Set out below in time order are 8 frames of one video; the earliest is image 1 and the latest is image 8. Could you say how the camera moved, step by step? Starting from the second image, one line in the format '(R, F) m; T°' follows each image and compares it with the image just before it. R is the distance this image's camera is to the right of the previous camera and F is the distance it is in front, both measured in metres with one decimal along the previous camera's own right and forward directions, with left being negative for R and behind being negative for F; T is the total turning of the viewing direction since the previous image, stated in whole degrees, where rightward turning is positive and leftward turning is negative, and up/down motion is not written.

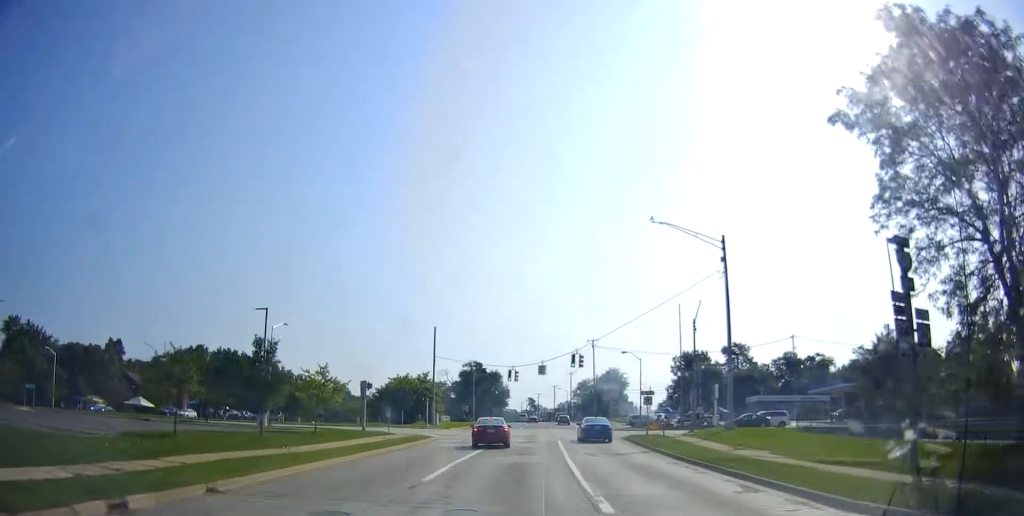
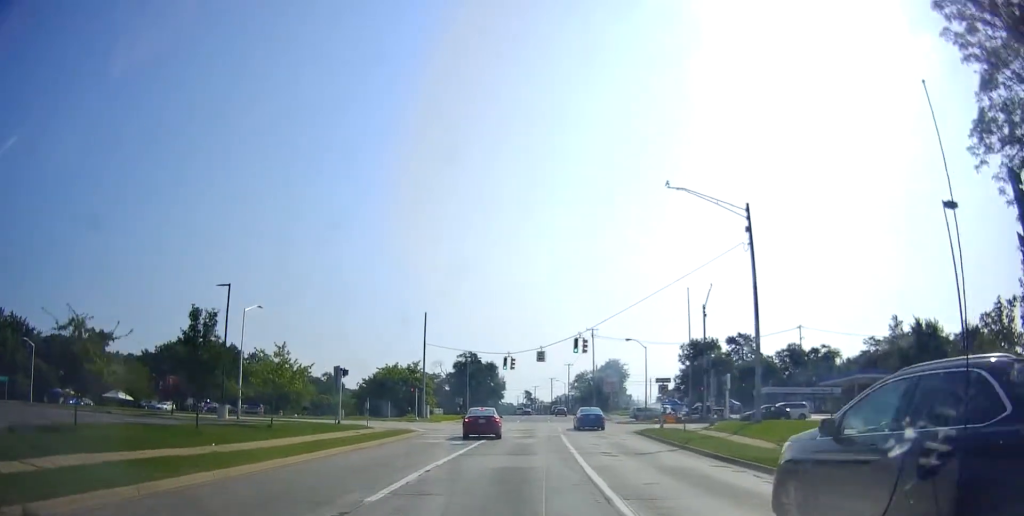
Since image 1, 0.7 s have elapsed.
(+0.1, +5.4) m; 0°
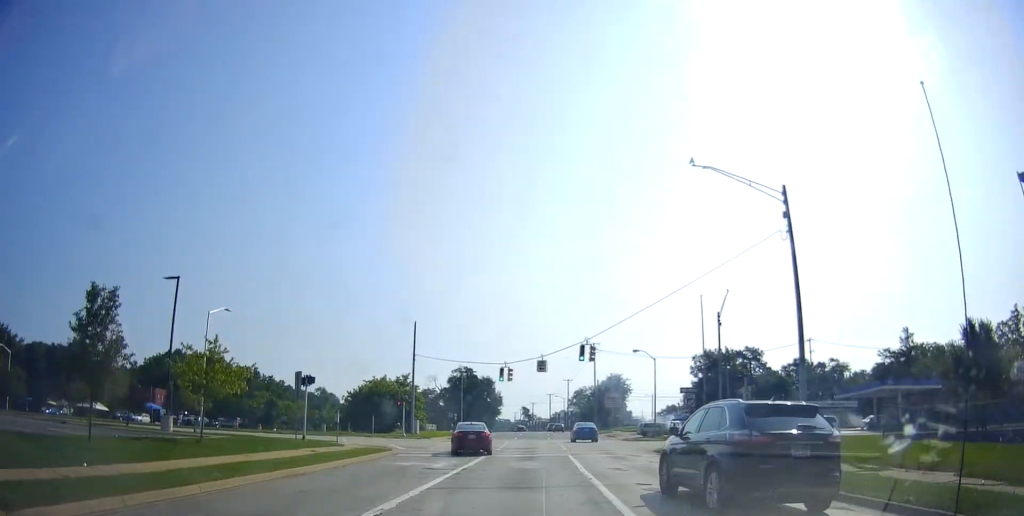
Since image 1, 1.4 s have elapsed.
(+0.2, +5.9) m; -1°
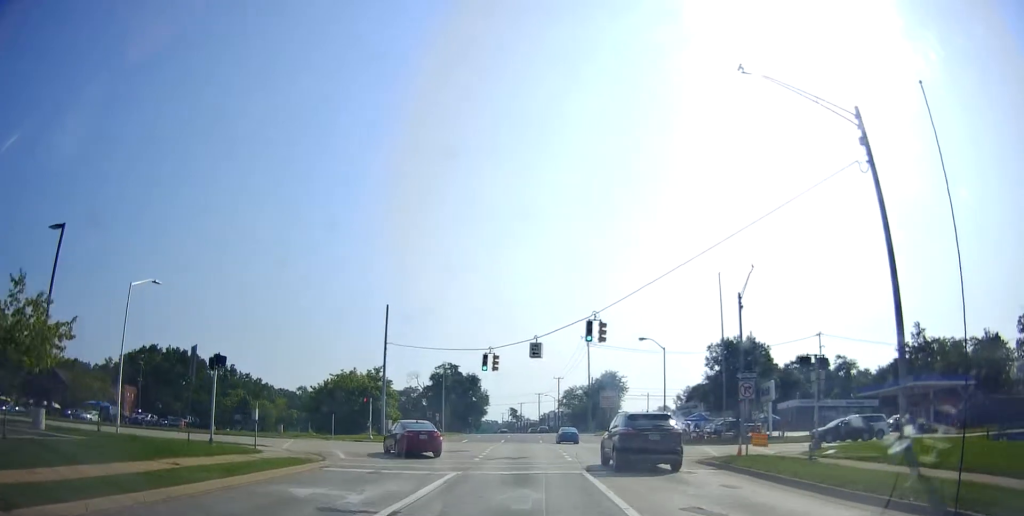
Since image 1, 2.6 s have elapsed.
(-0.5, +9.0) m; 0°
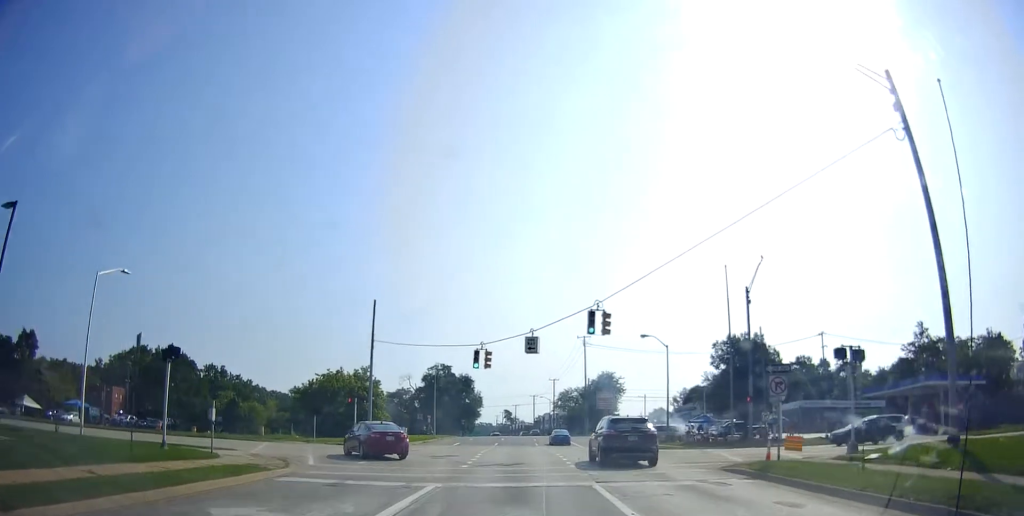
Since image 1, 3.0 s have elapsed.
(-0.2, +3.0) m; +3°
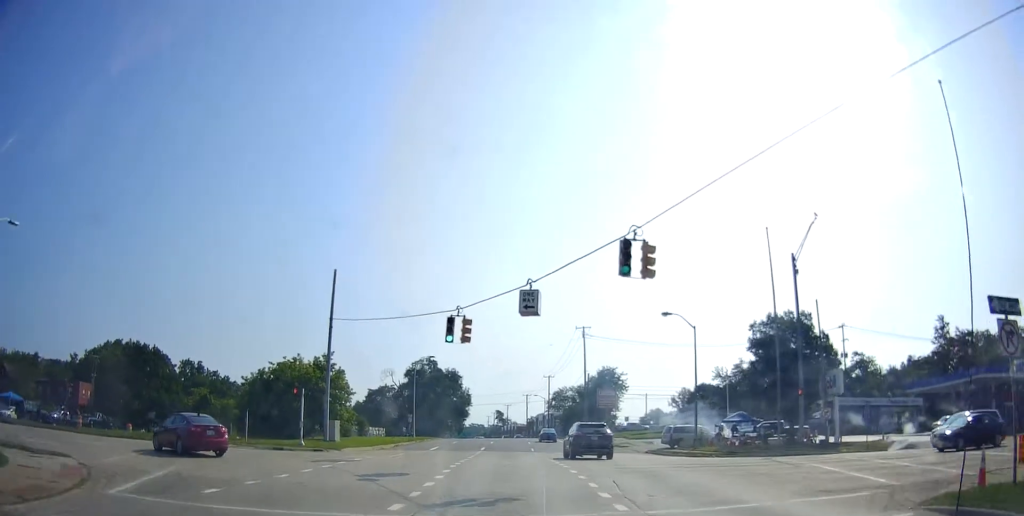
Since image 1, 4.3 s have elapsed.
(+1.2, +9.8) m; 0°
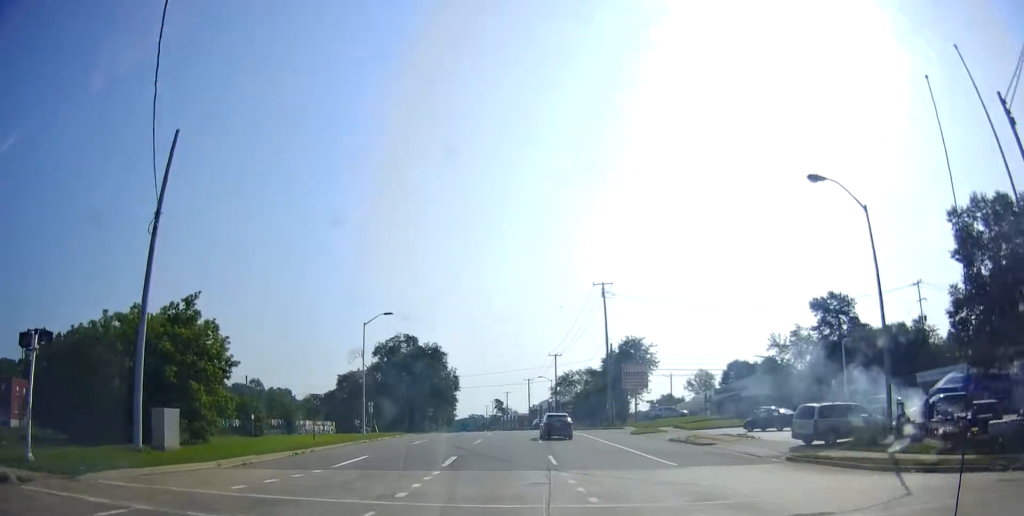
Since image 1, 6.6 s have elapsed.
(-2.3, +23.0) m; -2°
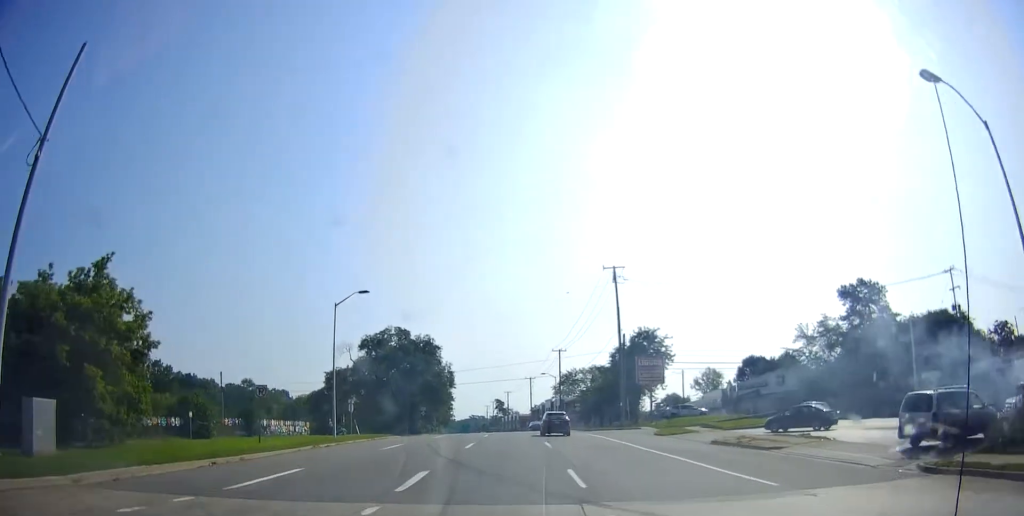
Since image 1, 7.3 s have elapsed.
(0.0, +7.7) m; +3°
